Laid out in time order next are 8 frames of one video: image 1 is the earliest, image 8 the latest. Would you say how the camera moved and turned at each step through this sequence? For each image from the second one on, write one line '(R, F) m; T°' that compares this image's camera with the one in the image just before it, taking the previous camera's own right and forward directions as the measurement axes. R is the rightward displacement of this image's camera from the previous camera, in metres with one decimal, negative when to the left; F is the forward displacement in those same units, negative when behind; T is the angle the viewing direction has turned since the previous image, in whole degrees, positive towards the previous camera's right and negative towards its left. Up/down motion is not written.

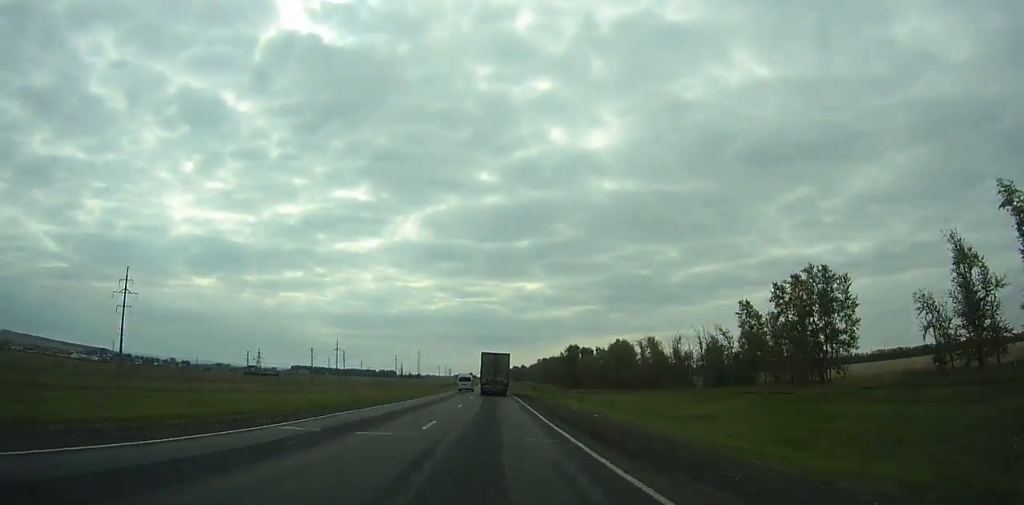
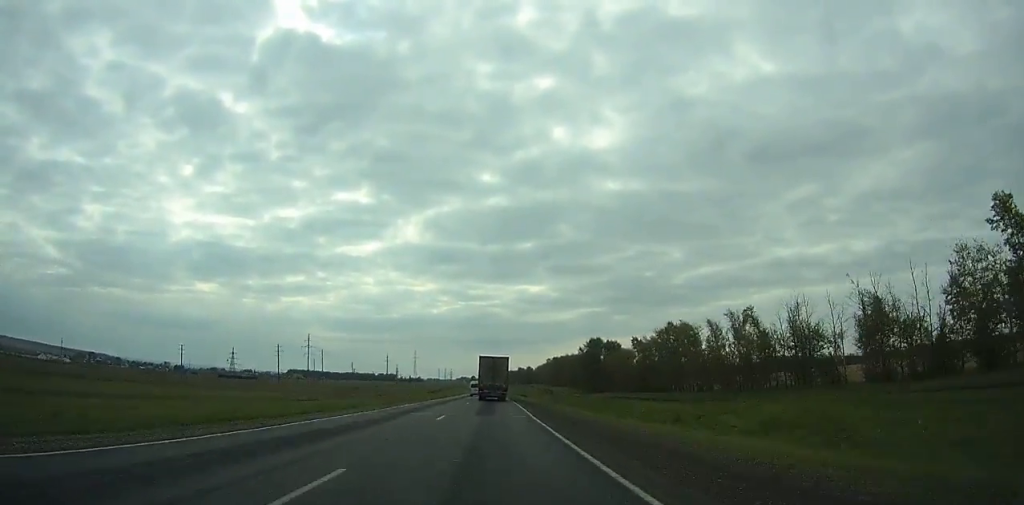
(-0.1, +55.1) m; 0°
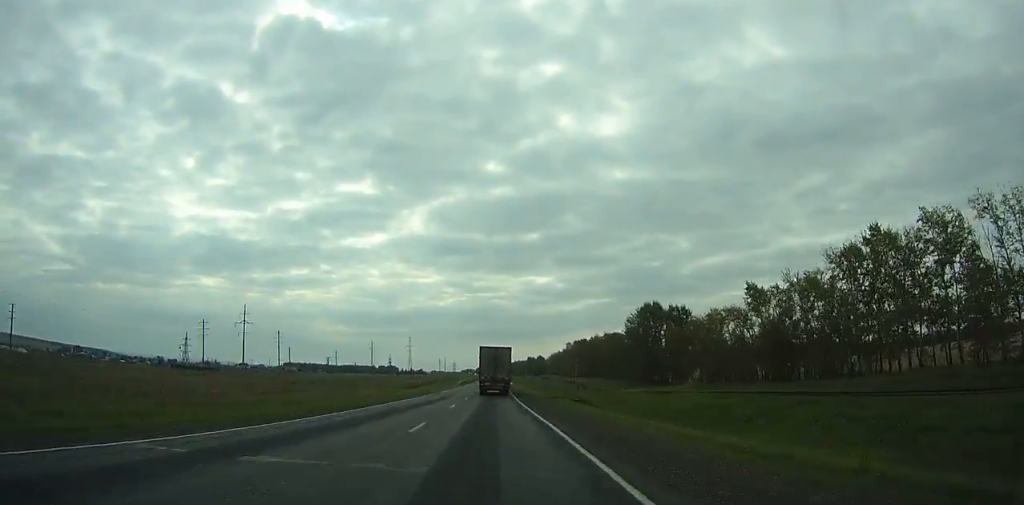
(-0.5, +76.7) m; -1°
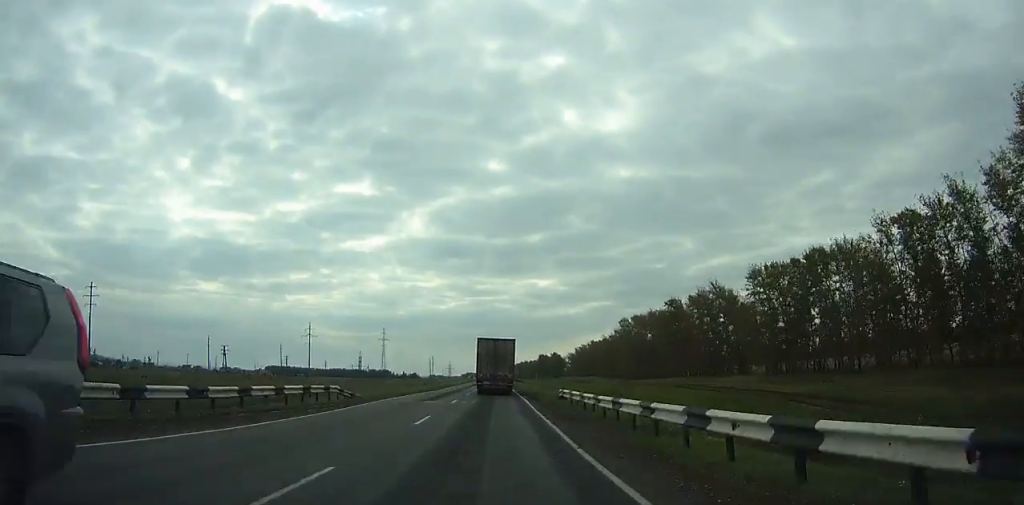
(-0.8, +129.3) m; -1°
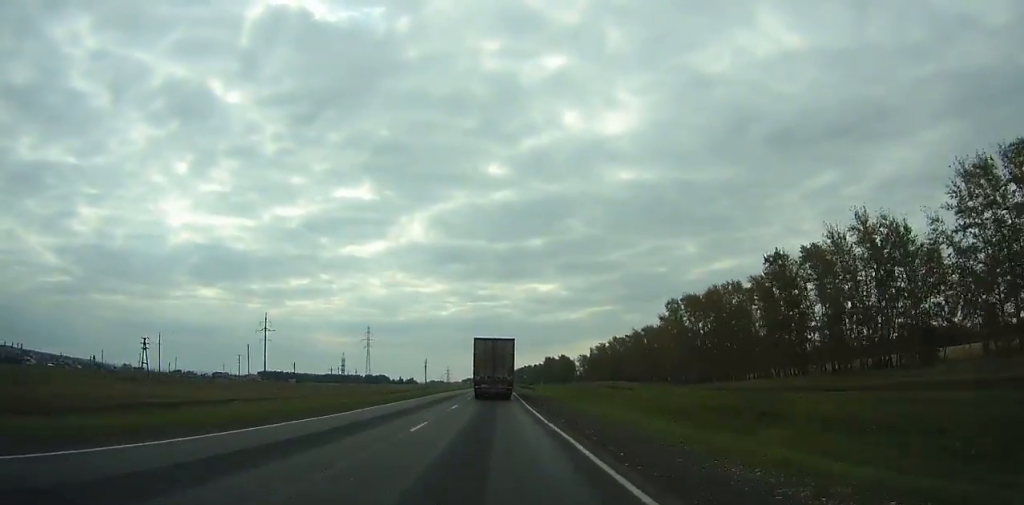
(-0.1, +49.1) m; 0°
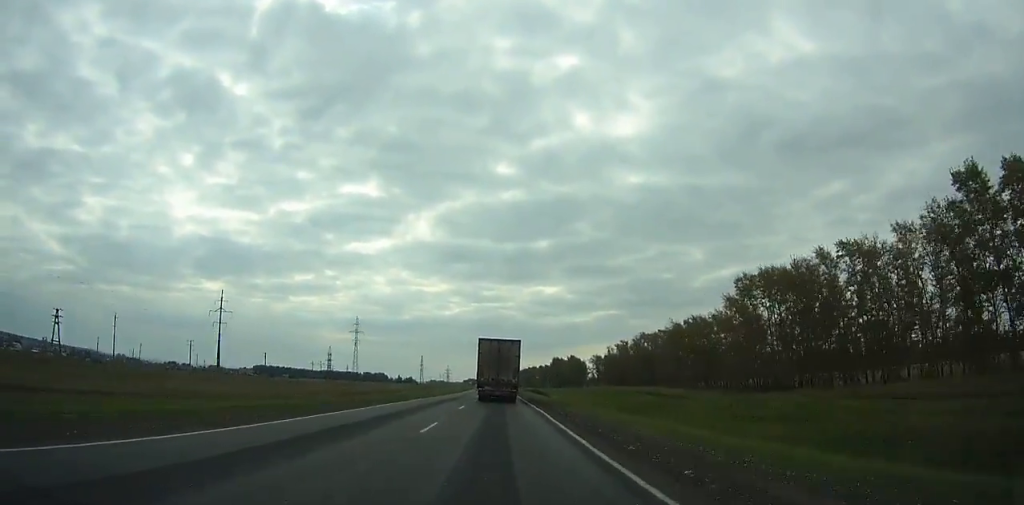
(-0.1, +37.2) m; 0°
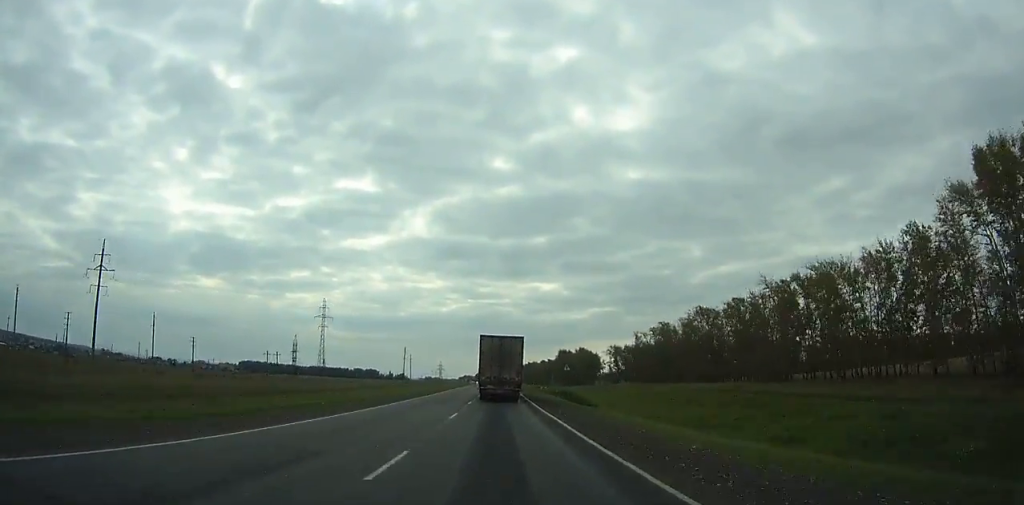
(0.0, +54.6) m; 0°
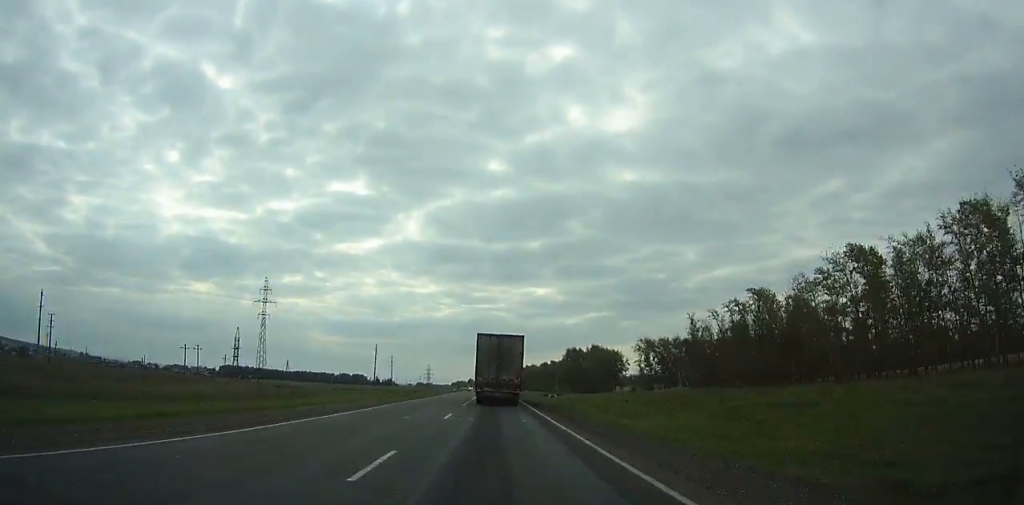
(+0.2, +59.2) m; 0°
